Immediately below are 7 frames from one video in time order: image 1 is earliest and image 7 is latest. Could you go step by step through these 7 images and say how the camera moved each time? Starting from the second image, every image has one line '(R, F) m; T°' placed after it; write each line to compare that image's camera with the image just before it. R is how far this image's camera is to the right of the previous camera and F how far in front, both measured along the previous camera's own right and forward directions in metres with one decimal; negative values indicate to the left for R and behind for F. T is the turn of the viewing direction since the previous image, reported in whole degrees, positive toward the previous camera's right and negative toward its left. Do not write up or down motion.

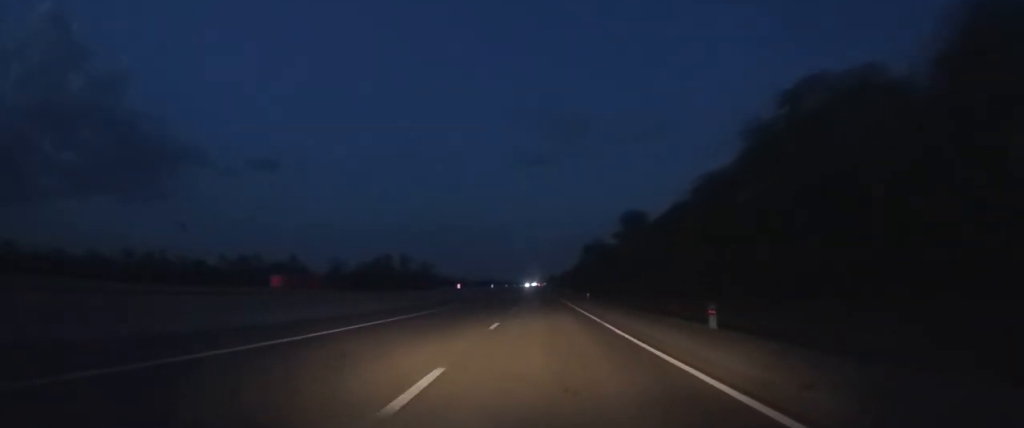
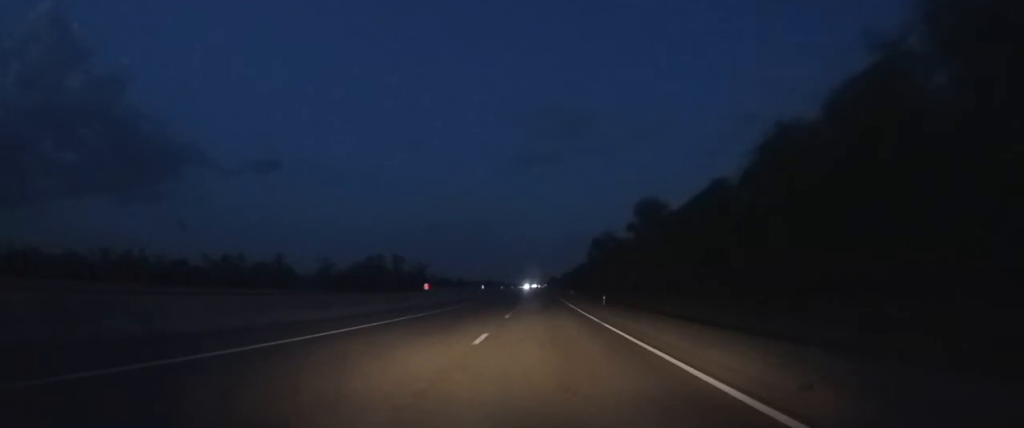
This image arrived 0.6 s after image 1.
(0.0, +19.7) m; 0°
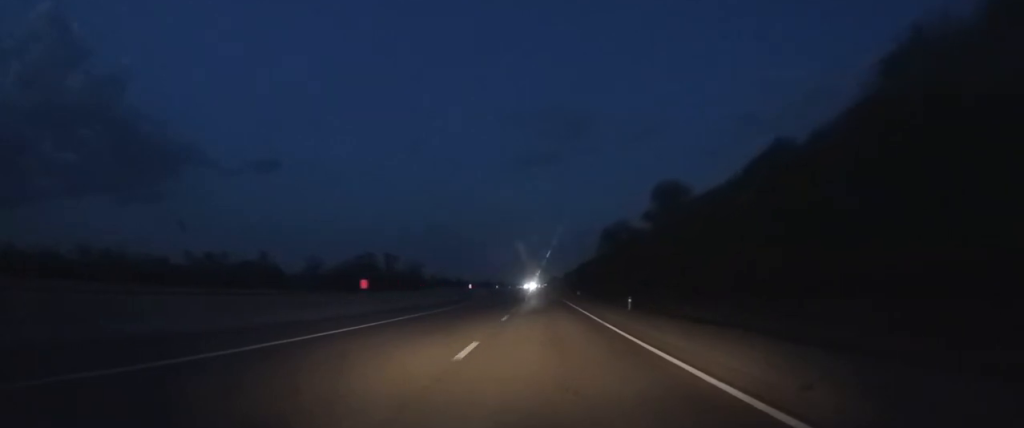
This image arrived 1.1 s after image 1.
(0.0, +16.8) m; 0°
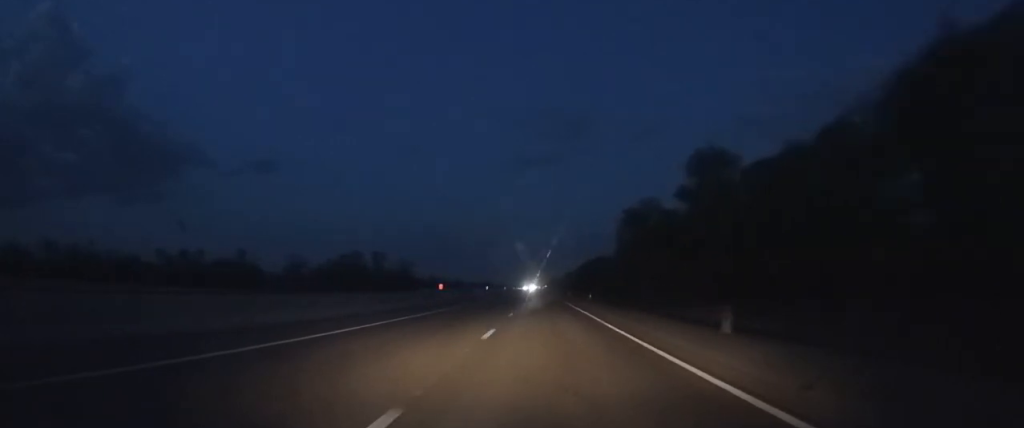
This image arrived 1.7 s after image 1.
(0.0, +21.4) m; 0°
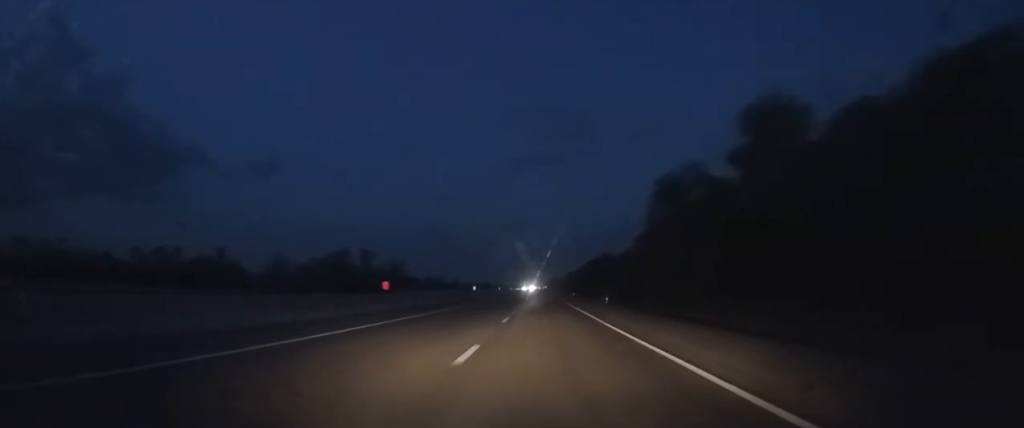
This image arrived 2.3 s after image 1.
(0.0, +16.6) m; 0°
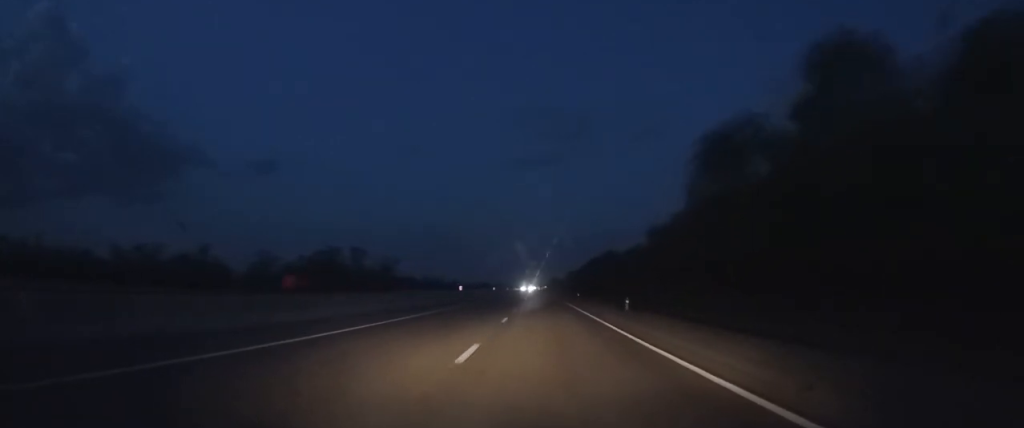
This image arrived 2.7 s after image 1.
(0.0, +11.4) m; 0°
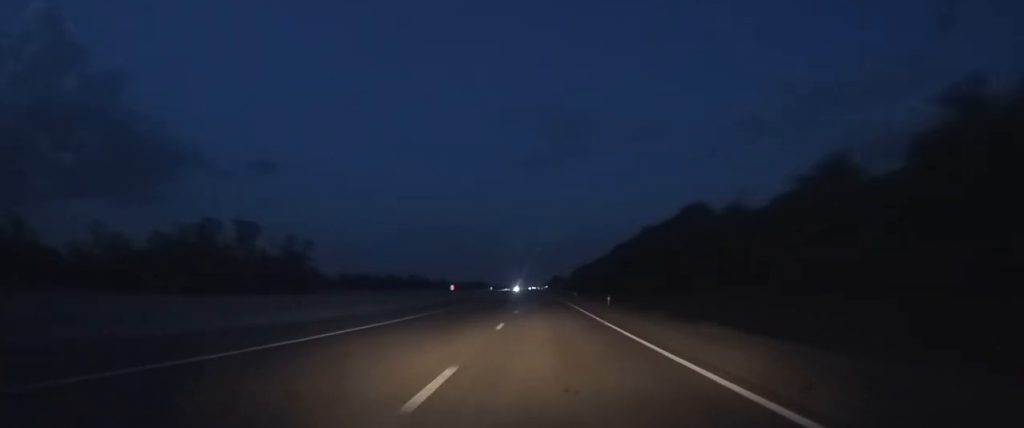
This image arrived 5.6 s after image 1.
(-0.3, +93.2) m; 0°
